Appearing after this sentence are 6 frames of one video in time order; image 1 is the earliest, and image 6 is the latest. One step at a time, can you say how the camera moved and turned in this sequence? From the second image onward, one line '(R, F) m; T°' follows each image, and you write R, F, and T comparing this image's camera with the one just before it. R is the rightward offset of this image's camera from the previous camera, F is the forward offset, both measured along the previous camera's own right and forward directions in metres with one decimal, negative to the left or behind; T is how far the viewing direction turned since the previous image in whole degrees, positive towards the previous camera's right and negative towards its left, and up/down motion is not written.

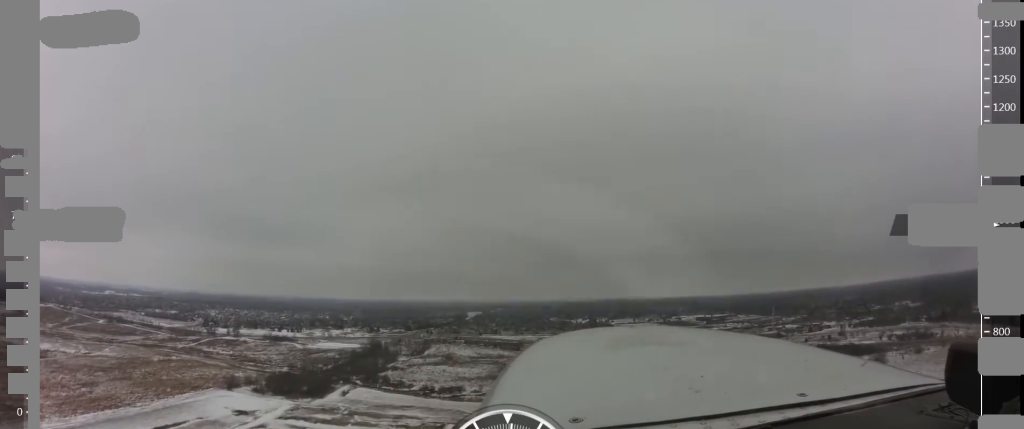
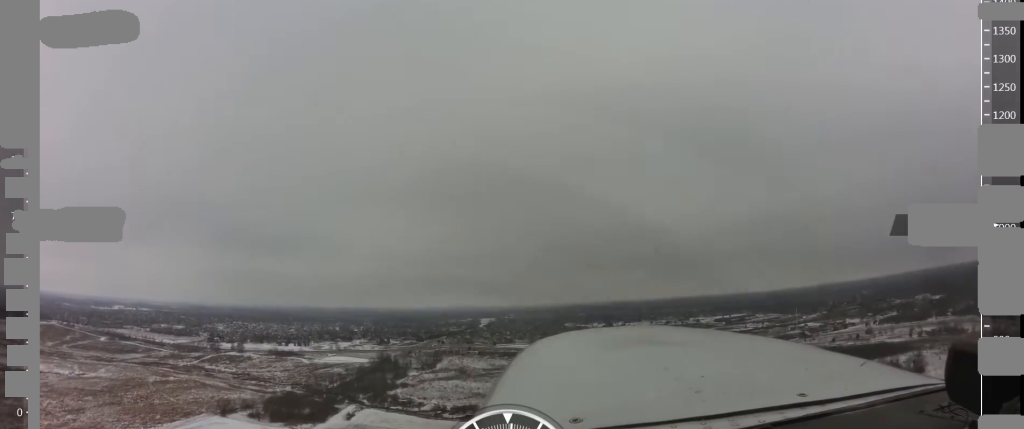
(0.0, +31.7) m; 0°
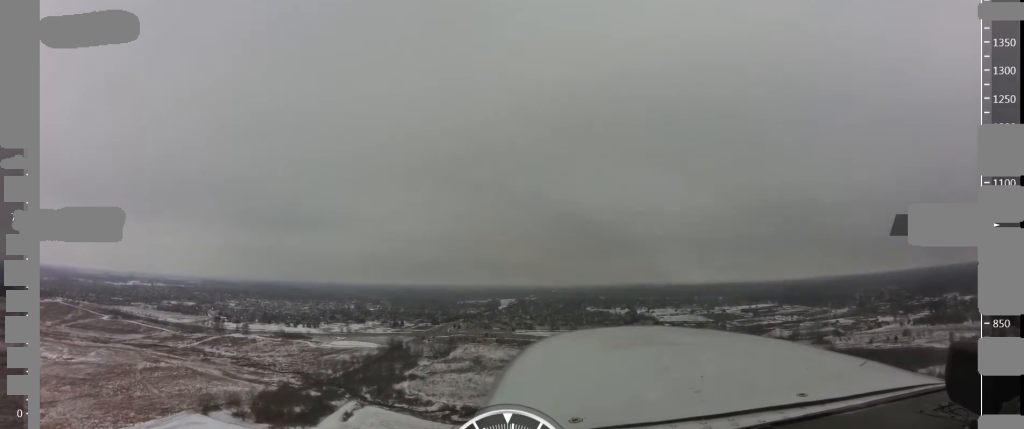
(-0.1, +44.0) m; -2°
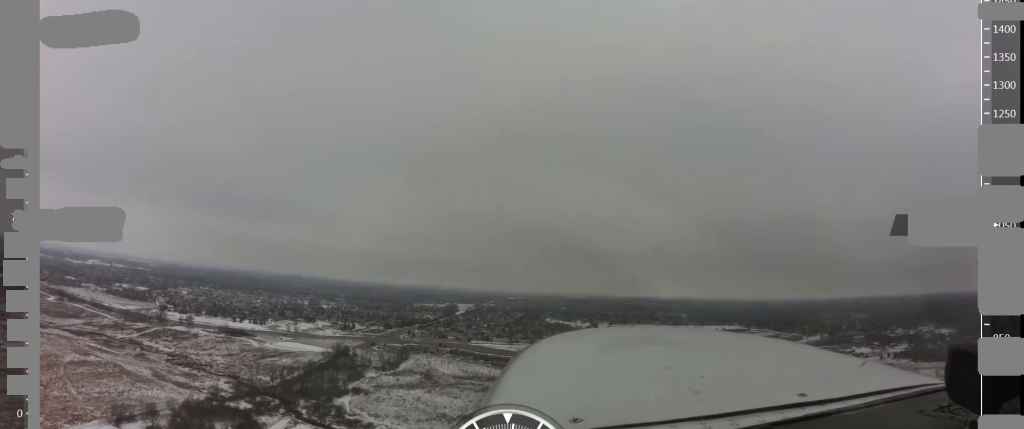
(-1.3, +44.9) m; 0°
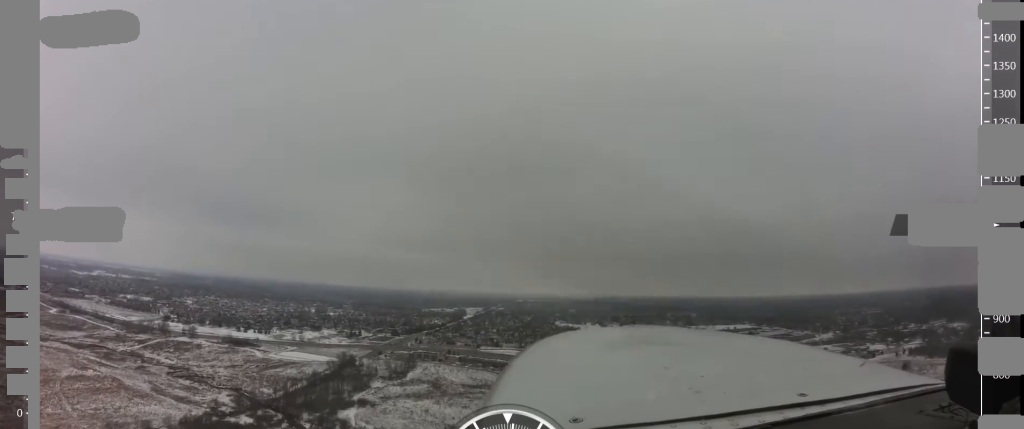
(+0.6, +14.6) m; +1°
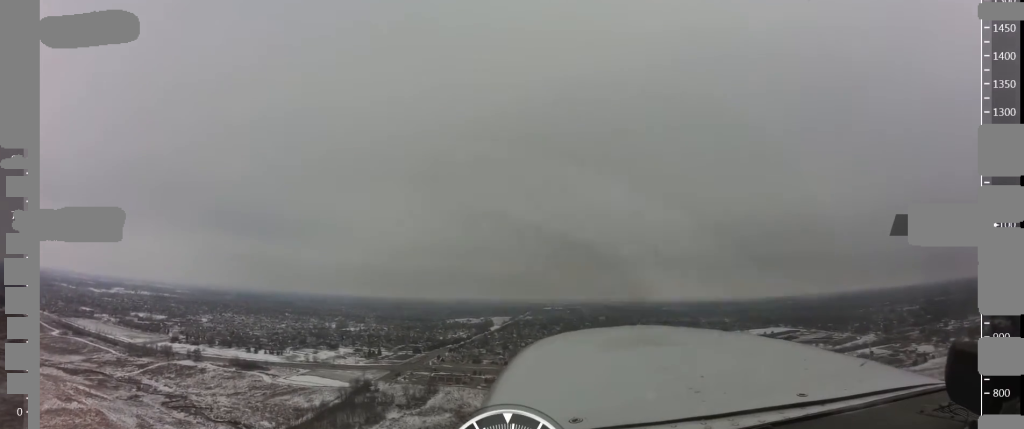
(+0.9, +53.3) m; +1°
